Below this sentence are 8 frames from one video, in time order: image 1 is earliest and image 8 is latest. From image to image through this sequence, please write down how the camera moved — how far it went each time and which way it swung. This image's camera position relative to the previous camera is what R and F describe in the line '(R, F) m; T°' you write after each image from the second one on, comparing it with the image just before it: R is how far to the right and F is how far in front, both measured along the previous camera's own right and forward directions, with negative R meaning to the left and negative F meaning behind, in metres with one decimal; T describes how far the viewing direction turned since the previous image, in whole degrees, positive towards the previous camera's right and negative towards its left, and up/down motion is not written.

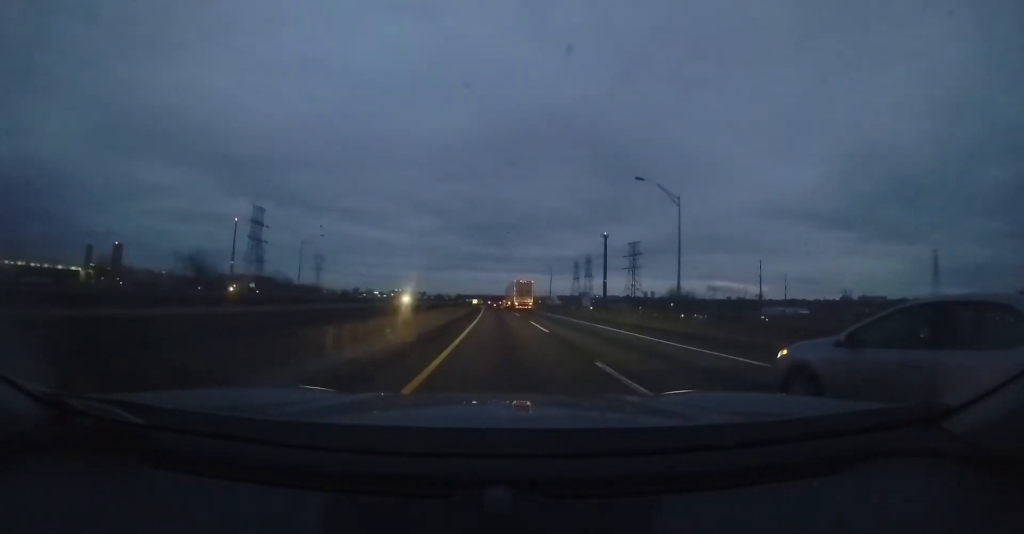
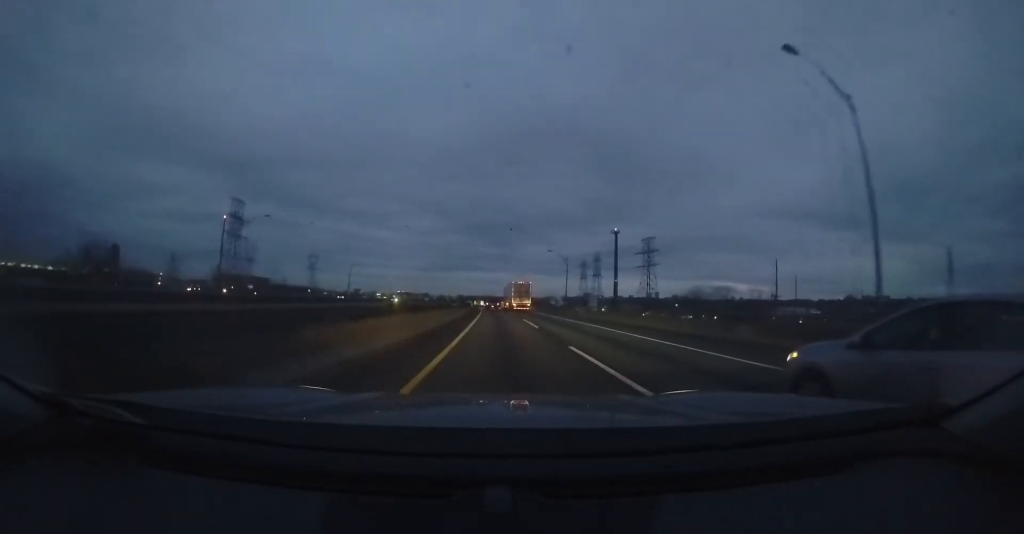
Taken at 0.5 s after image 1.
(0.0, +12.5) m; 0°
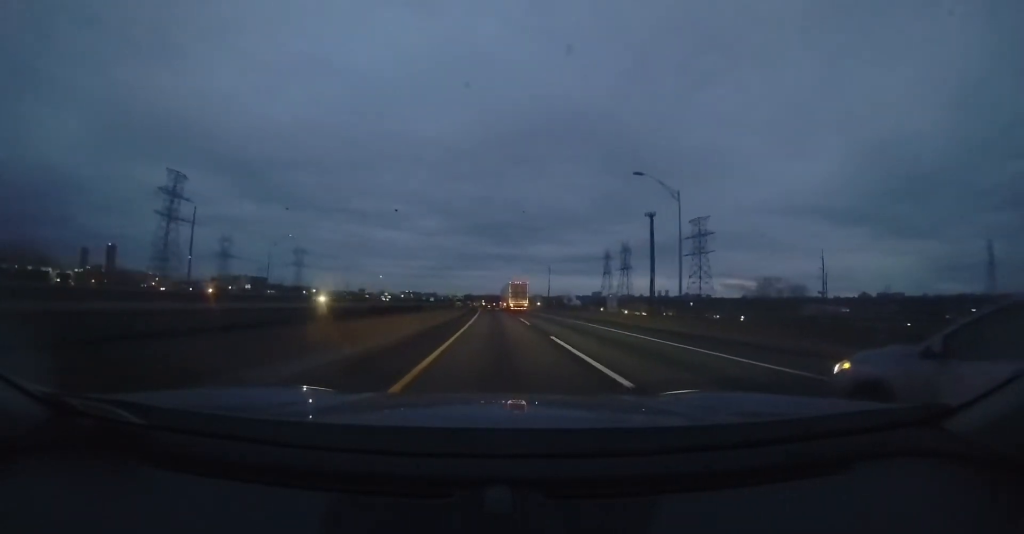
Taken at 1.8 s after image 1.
(-0.2, +30.1) m; -1°
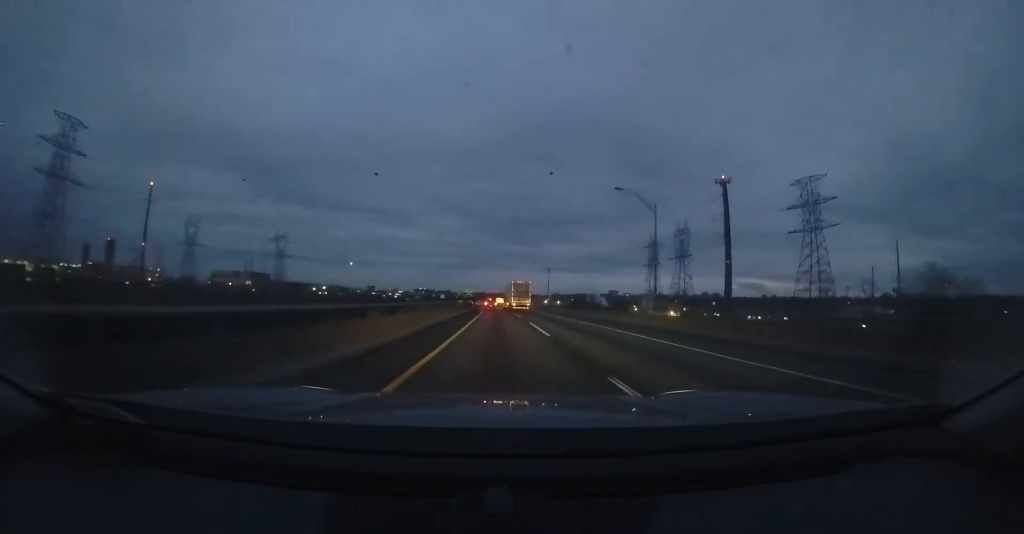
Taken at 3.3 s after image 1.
(-1.3, +38.0) m; -3°
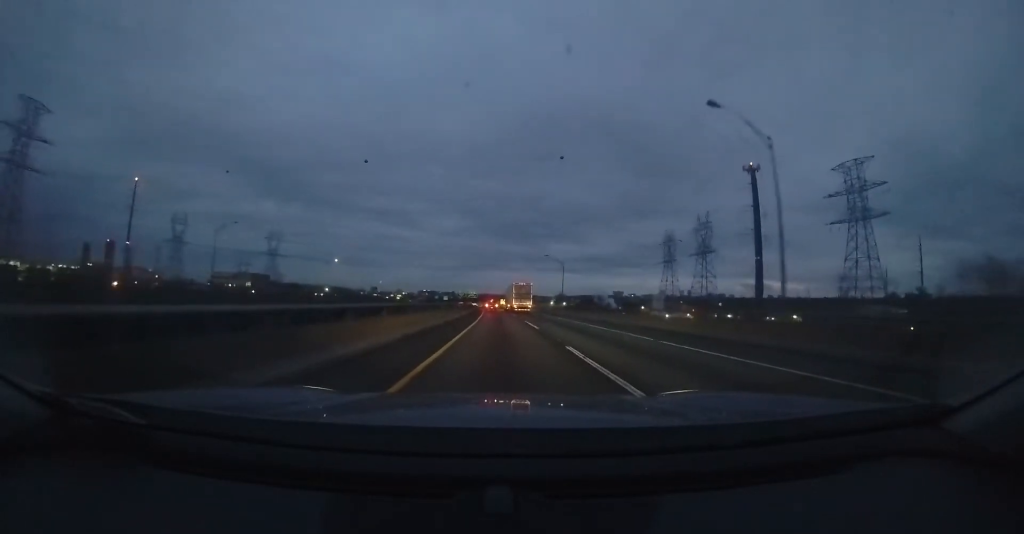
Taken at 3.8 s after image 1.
(-0.4, +11.0) m; 0°
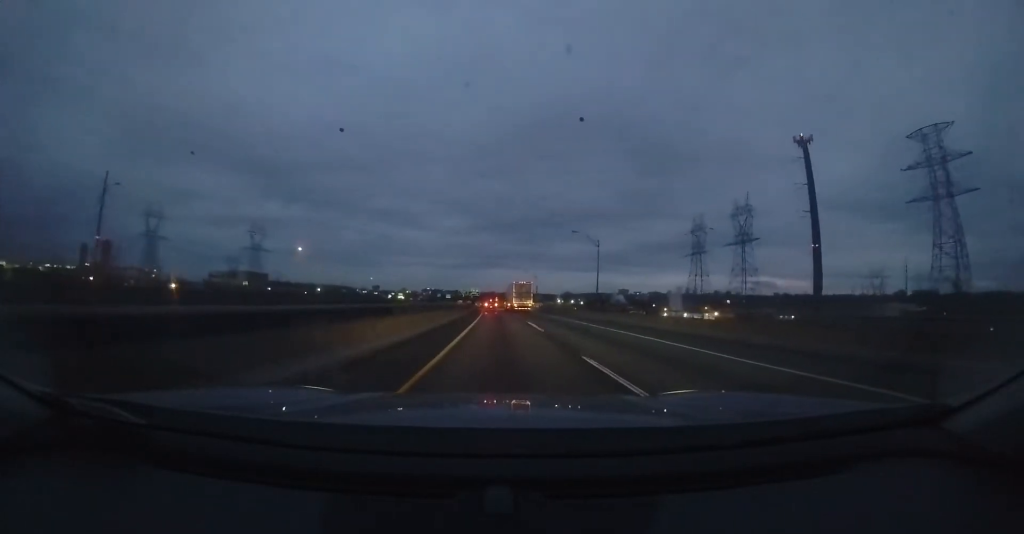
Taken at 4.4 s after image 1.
(+0.1, +17.1) m; -1°
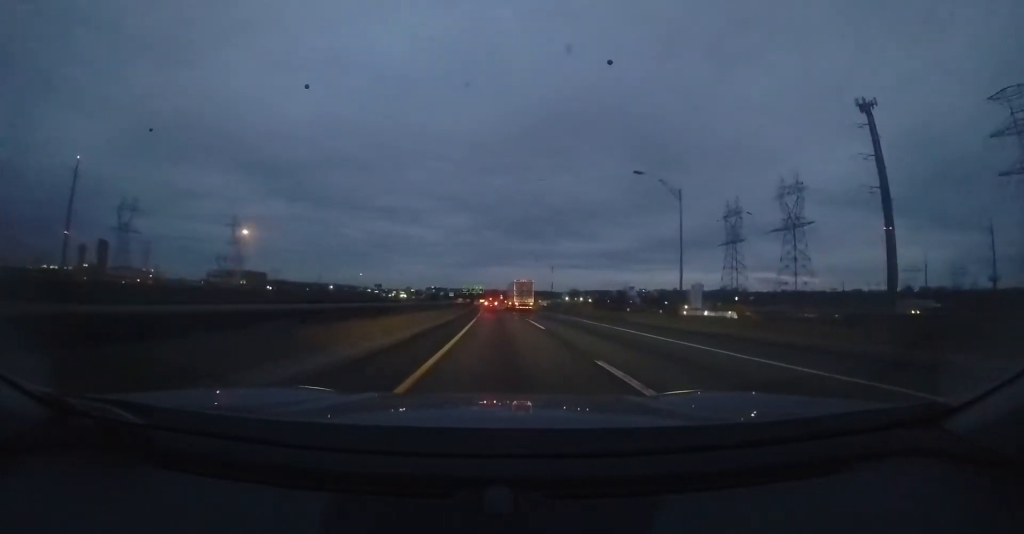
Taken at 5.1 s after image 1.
(+0.3, +16.2) m; -1°
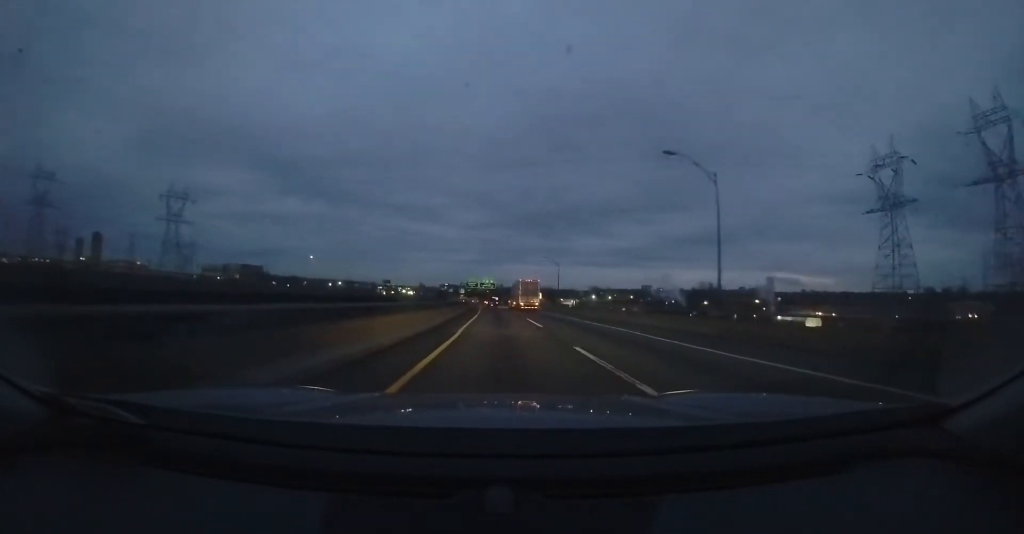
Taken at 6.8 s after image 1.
(-2.1, +44.4) m; -3°
